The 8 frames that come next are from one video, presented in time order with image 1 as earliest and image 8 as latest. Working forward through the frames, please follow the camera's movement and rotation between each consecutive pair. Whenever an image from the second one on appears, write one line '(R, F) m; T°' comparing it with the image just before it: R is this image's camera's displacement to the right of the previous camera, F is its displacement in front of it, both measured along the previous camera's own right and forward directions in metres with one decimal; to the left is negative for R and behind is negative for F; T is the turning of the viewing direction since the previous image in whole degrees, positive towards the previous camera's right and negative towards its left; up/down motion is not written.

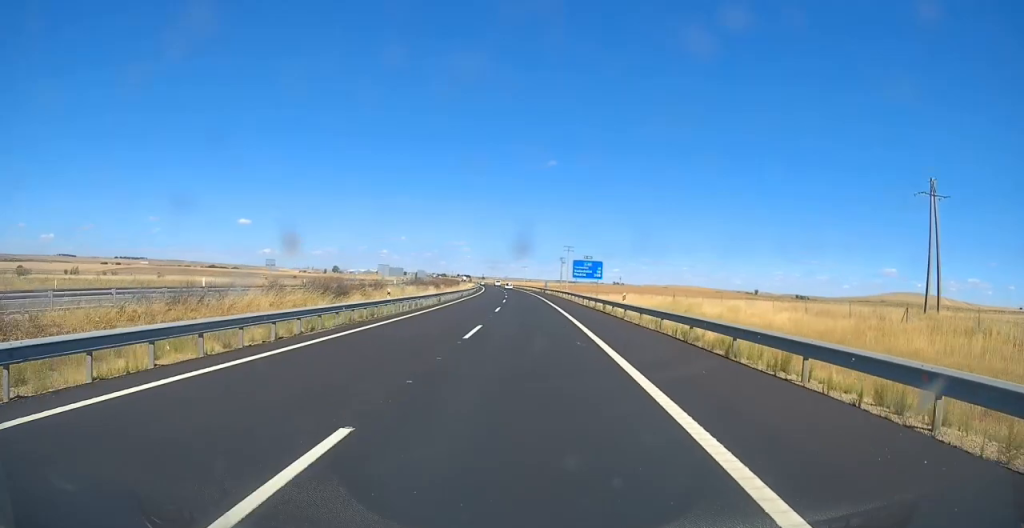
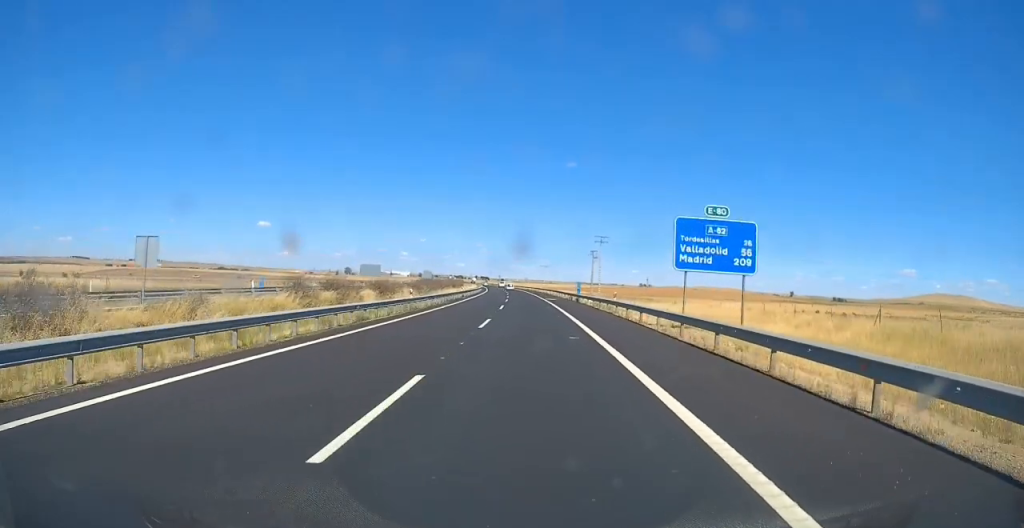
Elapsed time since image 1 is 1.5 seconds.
(-0.7, +46.9) m; -2°
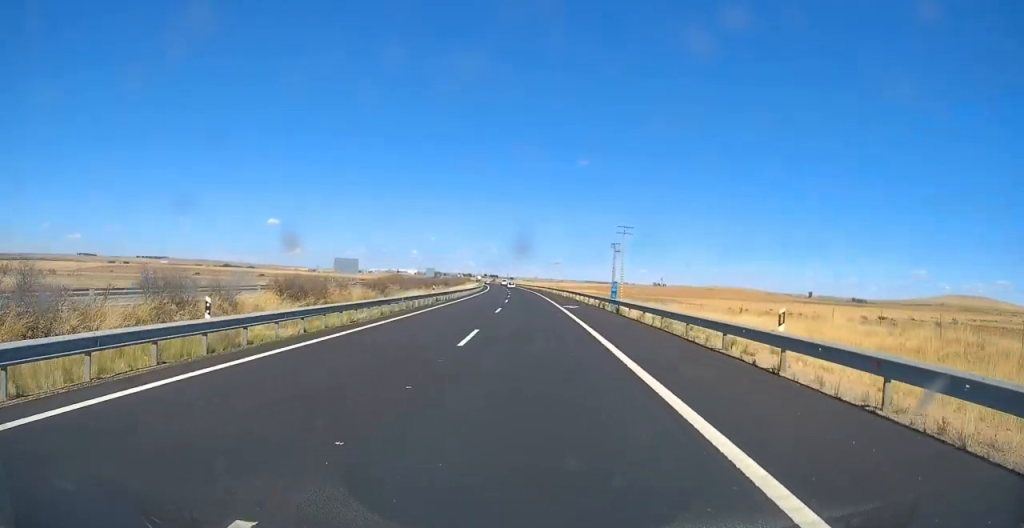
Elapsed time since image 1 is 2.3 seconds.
(-0.2, +23.9) m; -1°
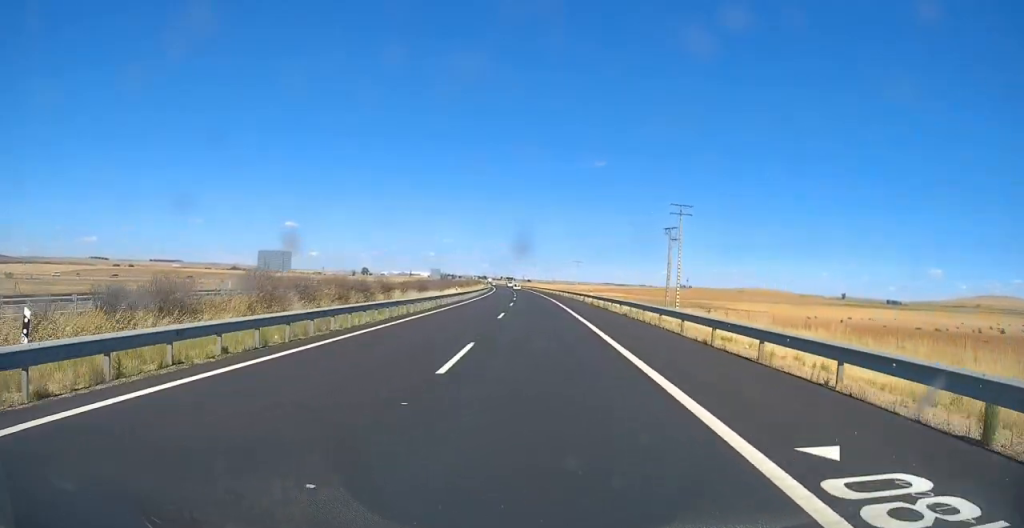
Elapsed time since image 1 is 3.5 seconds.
(-0.6, +38.1) m; -1°
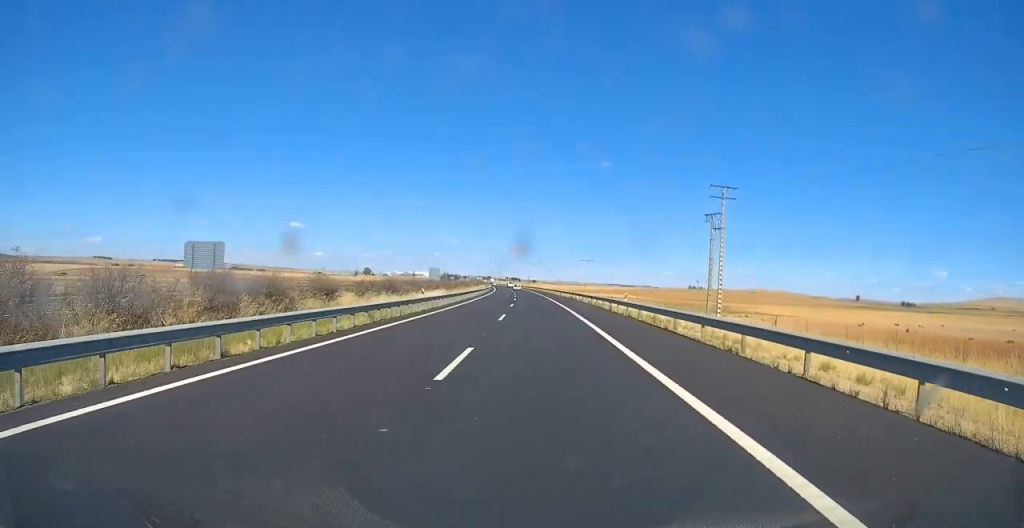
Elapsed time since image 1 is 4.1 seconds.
(0.0, +18.4) m; 0°
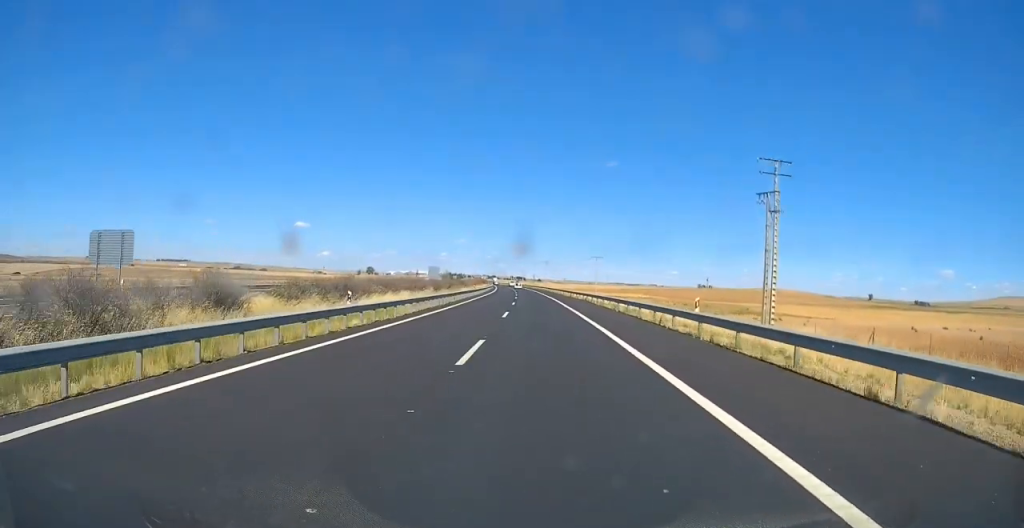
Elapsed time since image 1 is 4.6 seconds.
(0.0, +15.3) m; -1°
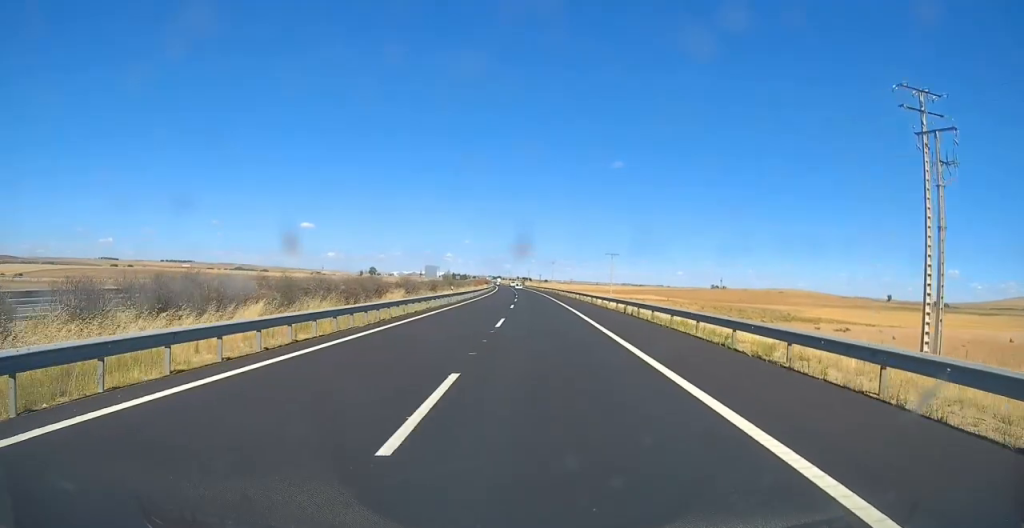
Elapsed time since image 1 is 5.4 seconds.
(-0.2, +23.3) m; -1°
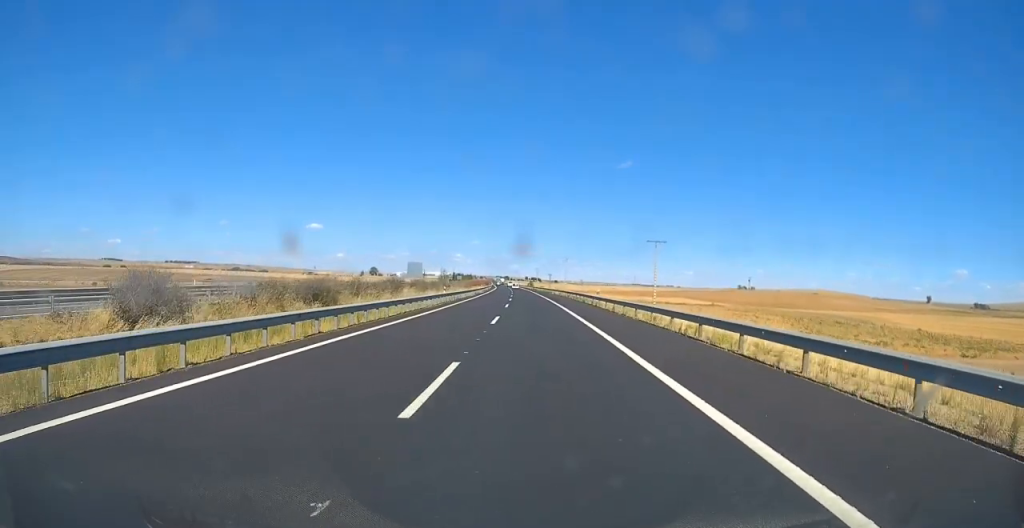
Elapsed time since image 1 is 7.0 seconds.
(-0.4, +49.4) m; -1°
